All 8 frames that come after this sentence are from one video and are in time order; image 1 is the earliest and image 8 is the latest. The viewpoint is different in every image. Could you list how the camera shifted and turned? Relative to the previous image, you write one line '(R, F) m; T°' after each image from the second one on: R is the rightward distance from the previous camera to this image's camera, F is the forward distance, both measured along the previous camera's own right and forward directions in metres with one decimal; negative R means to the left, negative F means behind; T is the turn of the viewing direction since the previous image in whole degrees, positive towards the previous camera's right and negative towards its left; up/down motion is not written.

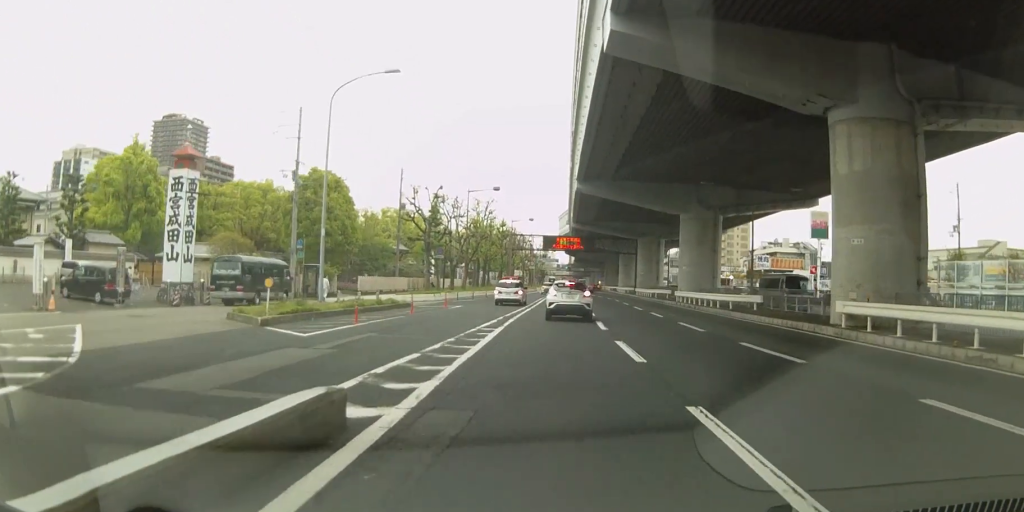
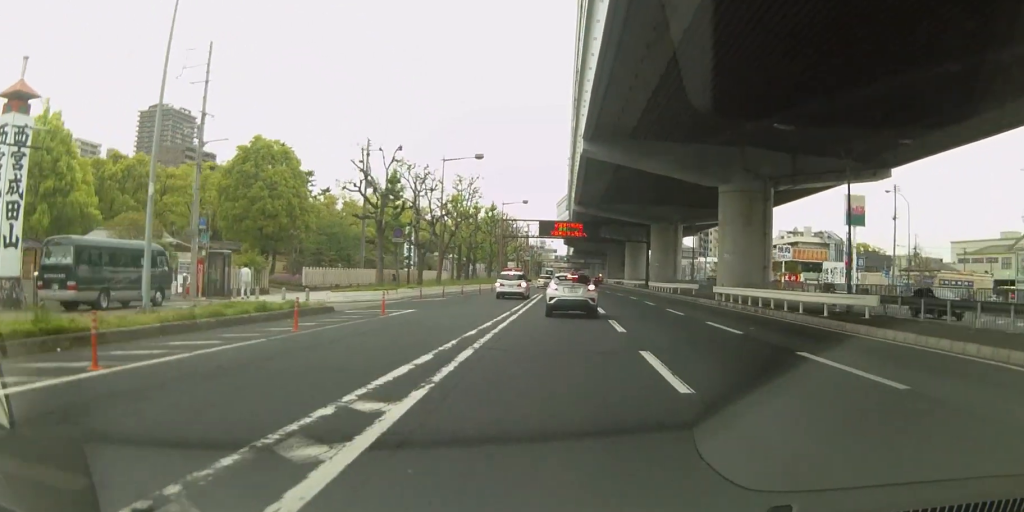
(-0.1, +14.4) m; +2°
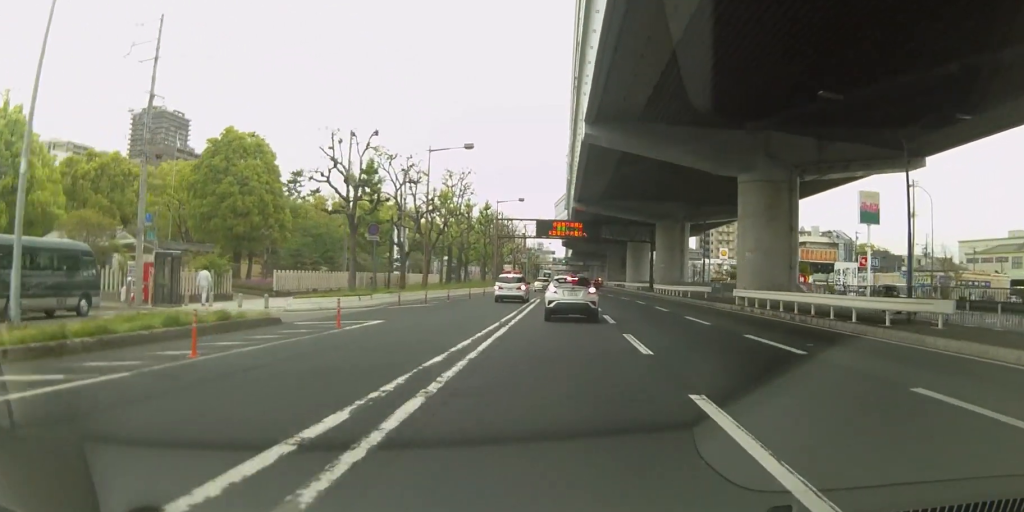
(+0.3, +5.2) m; 0°
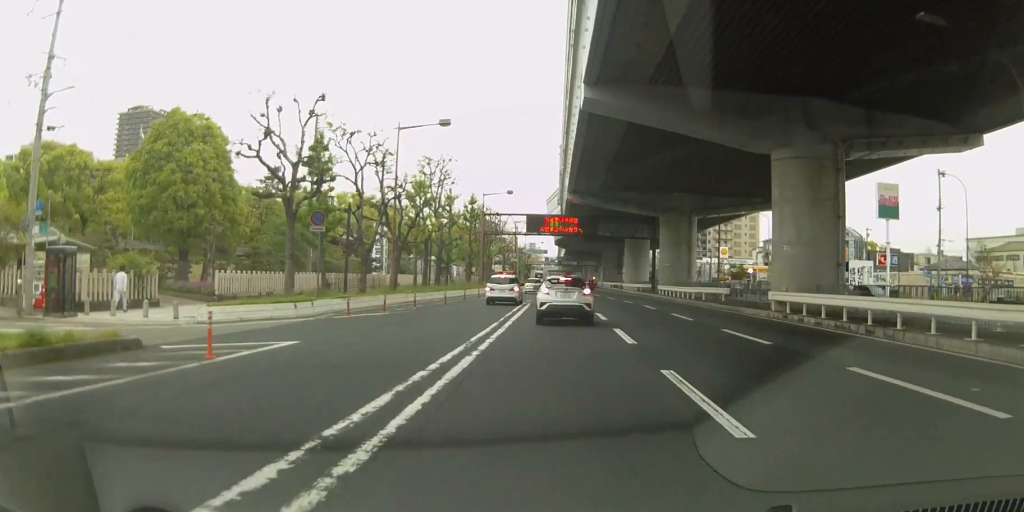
(+0.1, +7.6) m; -1°
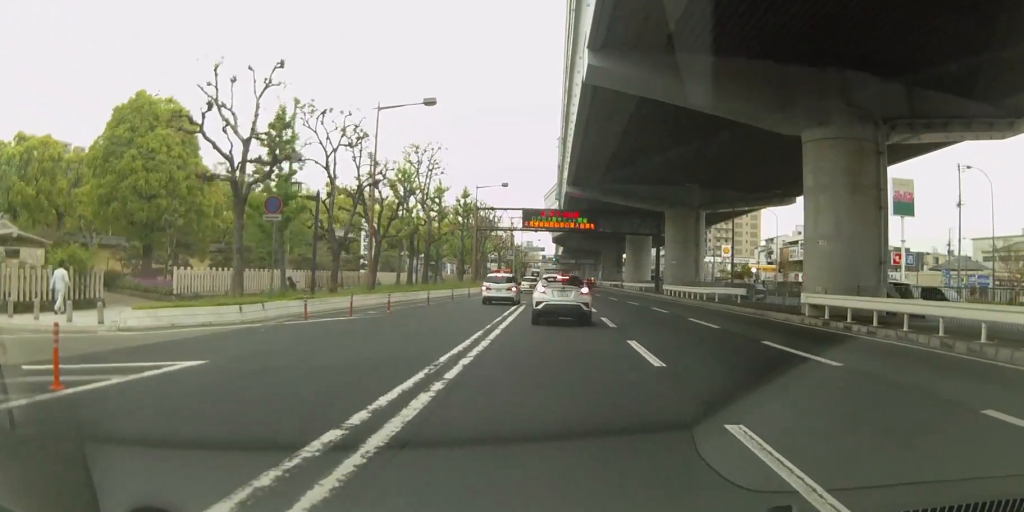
(-0.2, +4.7) m; -2°
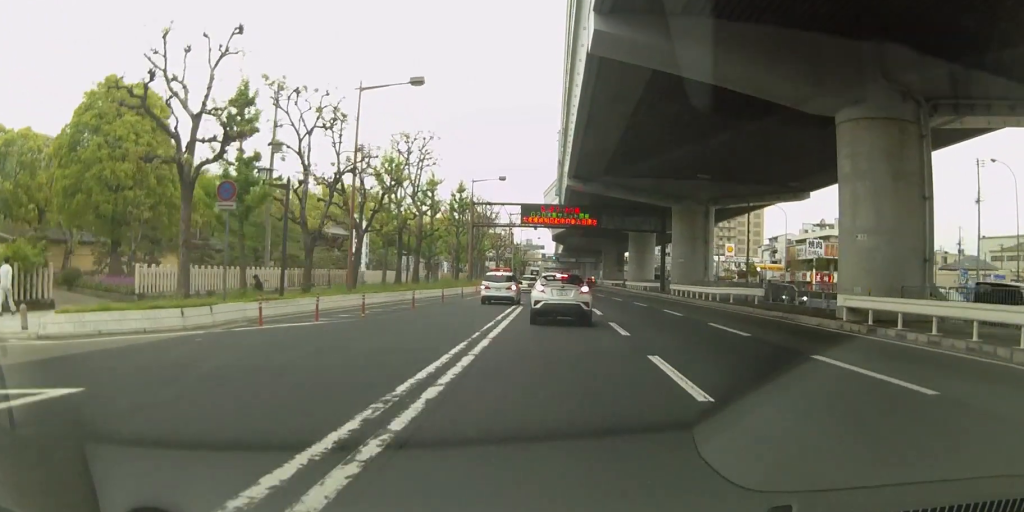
(0.0, +3.8) m; 0°
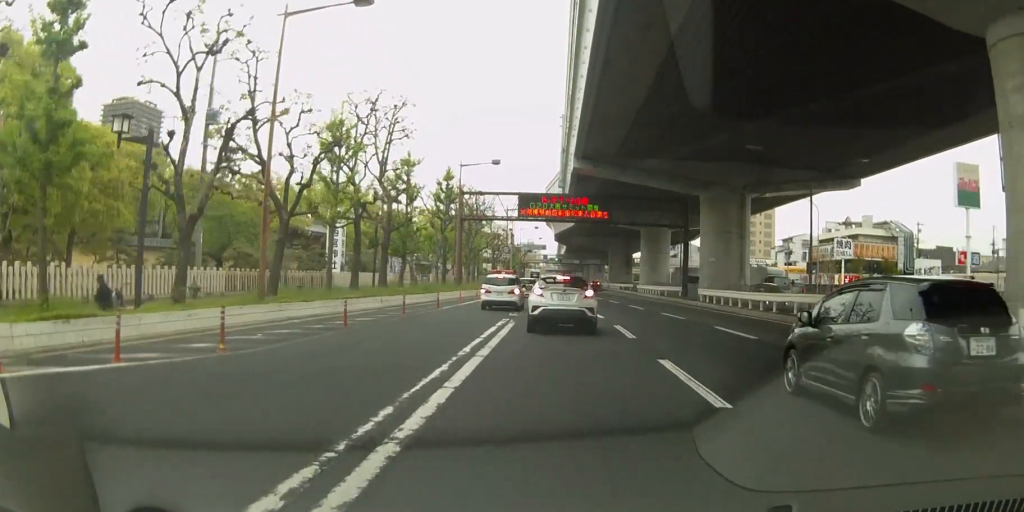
(+0.5, +11.1) m; +3°
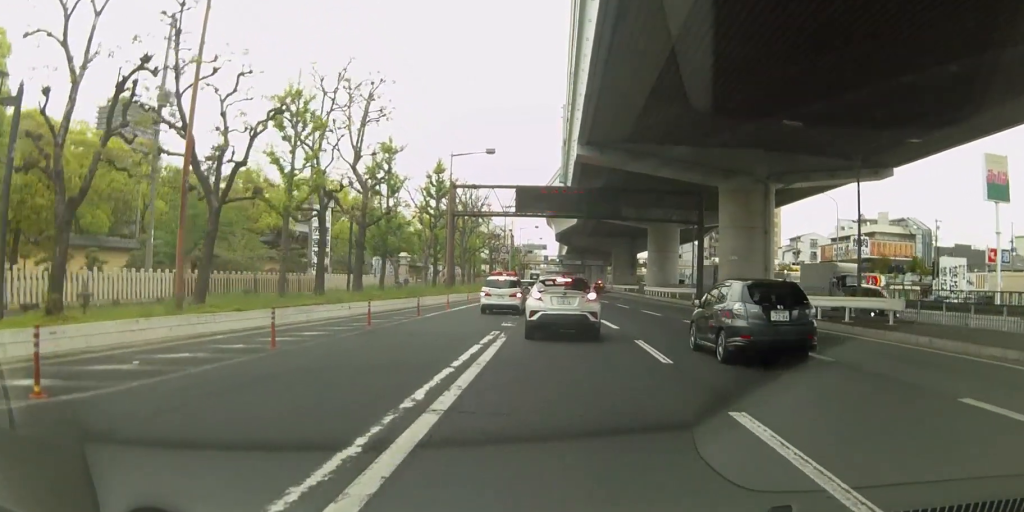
(-0.1, +5.8) m; +1°
